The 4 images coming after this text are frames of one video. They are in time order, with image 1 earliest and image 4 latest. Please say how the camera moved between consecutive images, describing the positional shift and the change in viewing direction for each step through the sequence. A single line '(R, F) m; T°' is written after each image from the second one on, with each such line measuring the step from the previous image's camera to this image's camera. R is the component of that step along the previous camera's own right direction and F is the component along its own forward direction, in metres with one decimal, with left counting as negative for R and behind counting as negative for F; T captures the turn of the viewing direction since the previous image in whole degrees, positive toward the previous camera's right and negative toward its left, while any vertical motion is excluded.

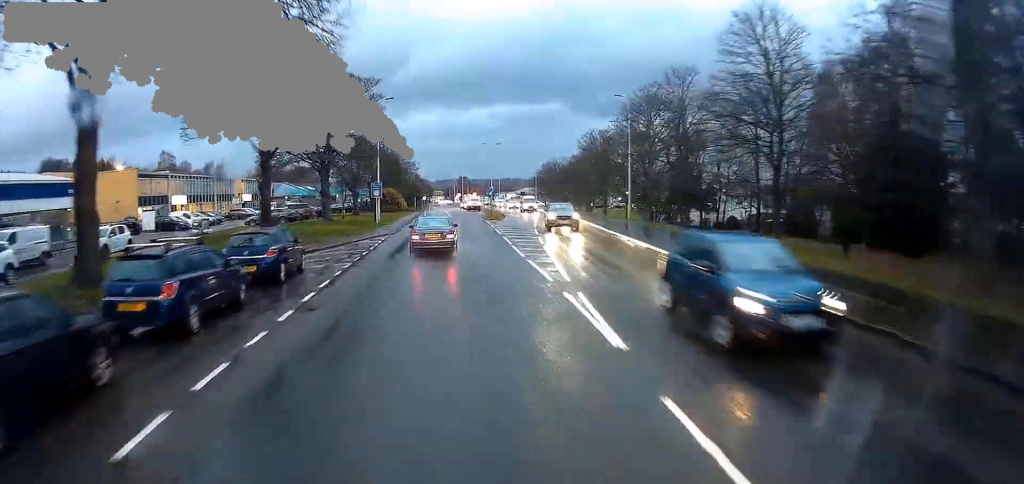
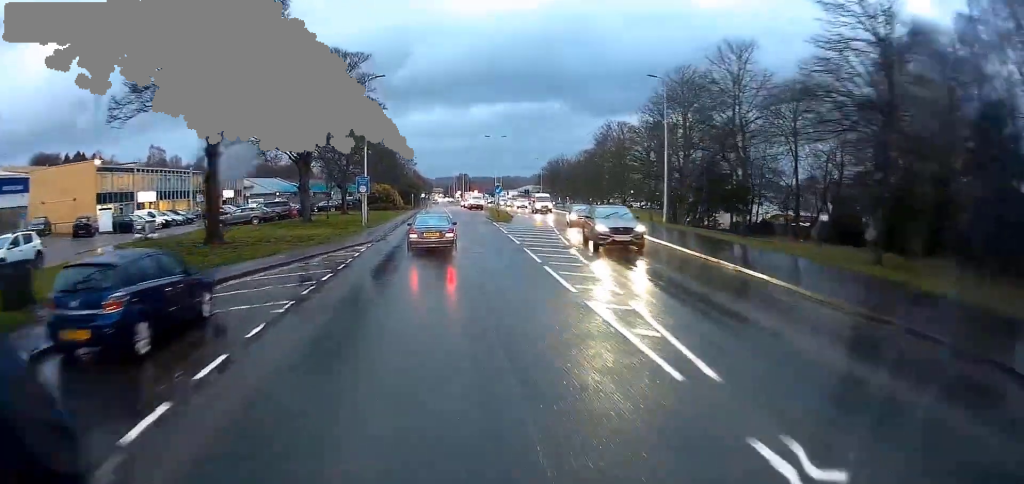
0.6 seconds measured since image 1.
(0.0, +8.0) m; 0°
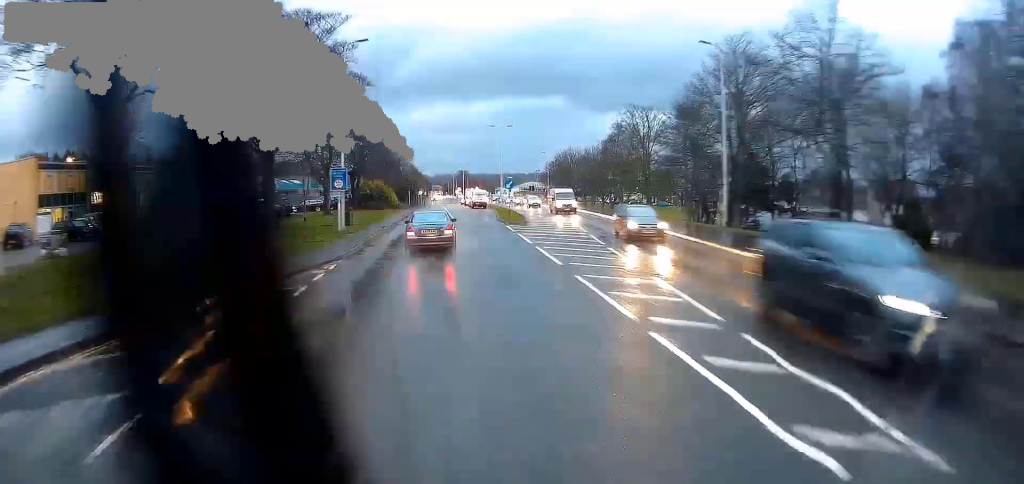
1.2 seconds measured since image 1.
(0.0, +8.7) m; +1°
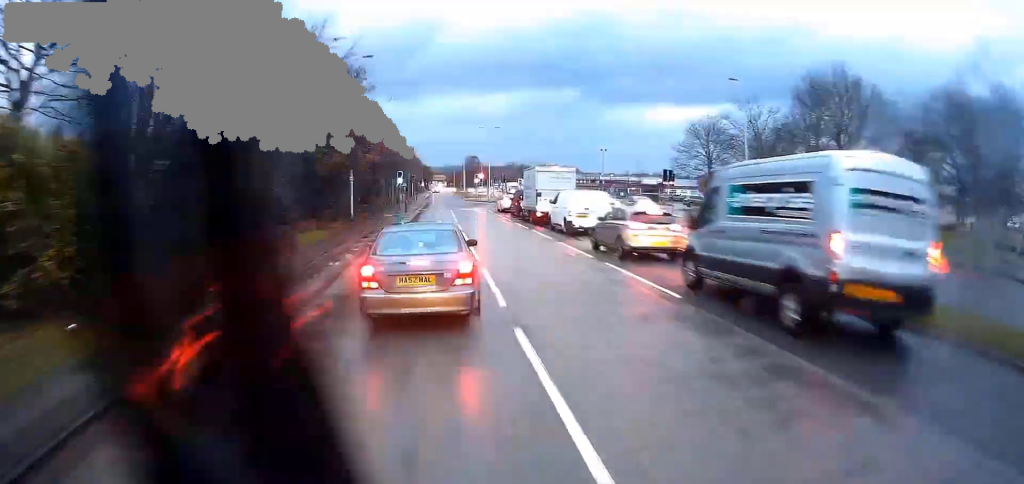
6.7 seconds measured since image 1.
(-0.2, +72.5) m; -1°
